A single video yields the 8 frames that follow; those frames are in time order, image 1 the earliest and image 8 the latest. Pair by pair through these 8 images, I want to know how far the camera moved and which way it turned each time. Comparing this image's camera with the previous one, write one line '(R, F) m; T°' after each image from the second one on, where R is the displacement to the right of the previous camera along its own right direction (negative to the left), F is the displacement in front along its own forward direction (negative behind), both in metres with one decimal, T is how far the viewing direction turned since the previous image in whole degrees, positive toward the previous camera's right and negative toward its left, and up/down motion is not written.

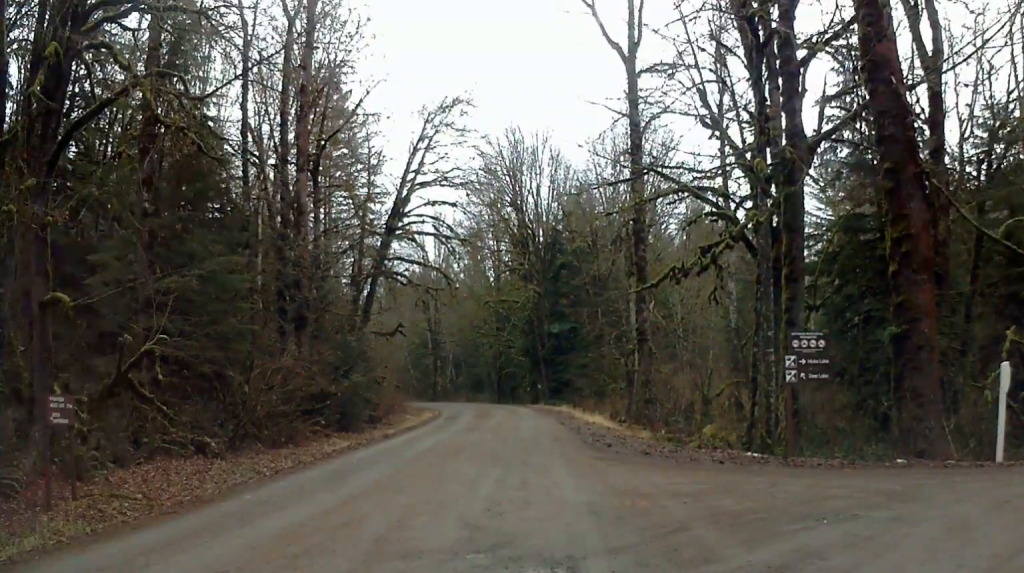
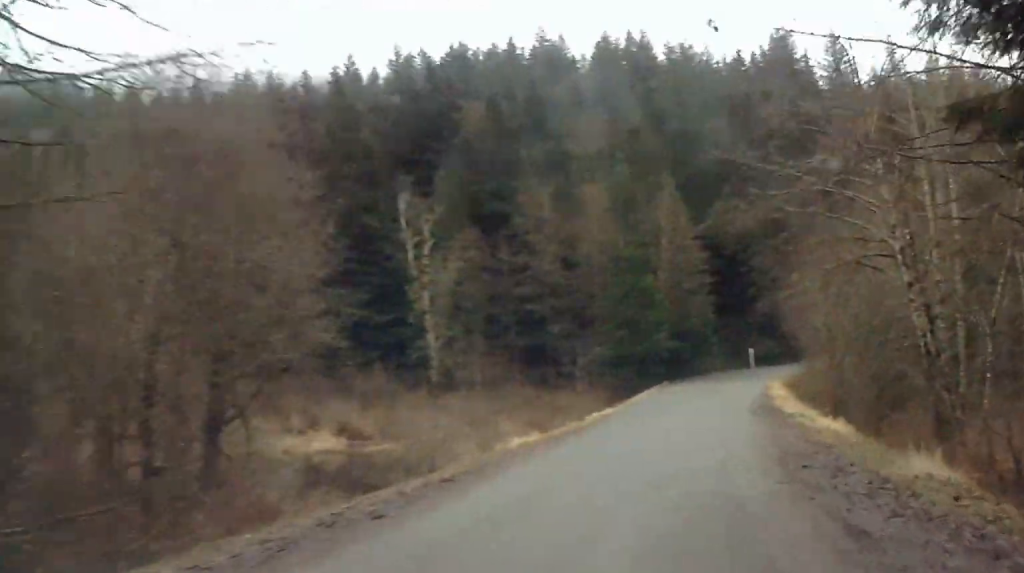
(+6.0, +24.5) m; +42°
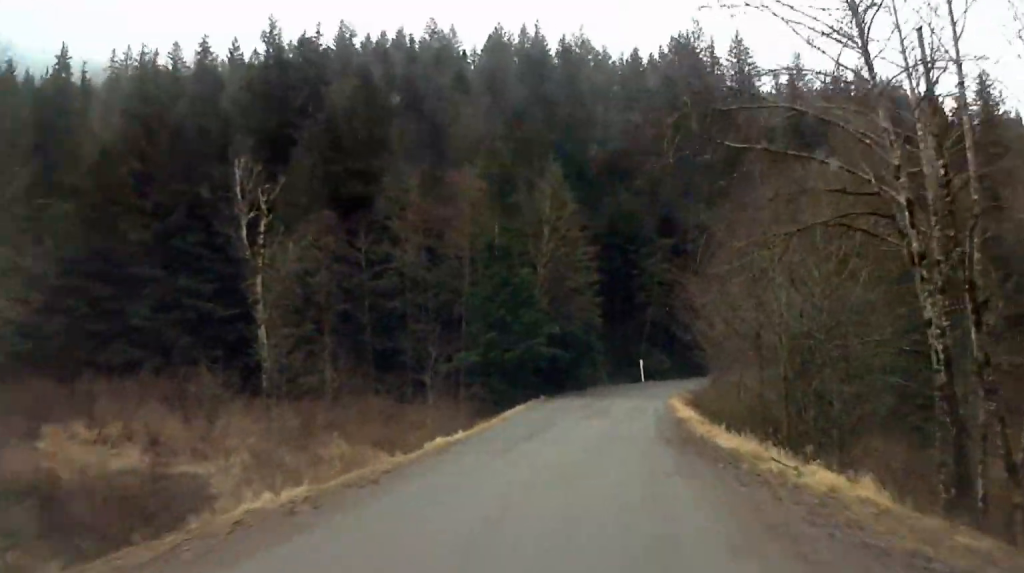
(+4.3, +13.5) m; +11°
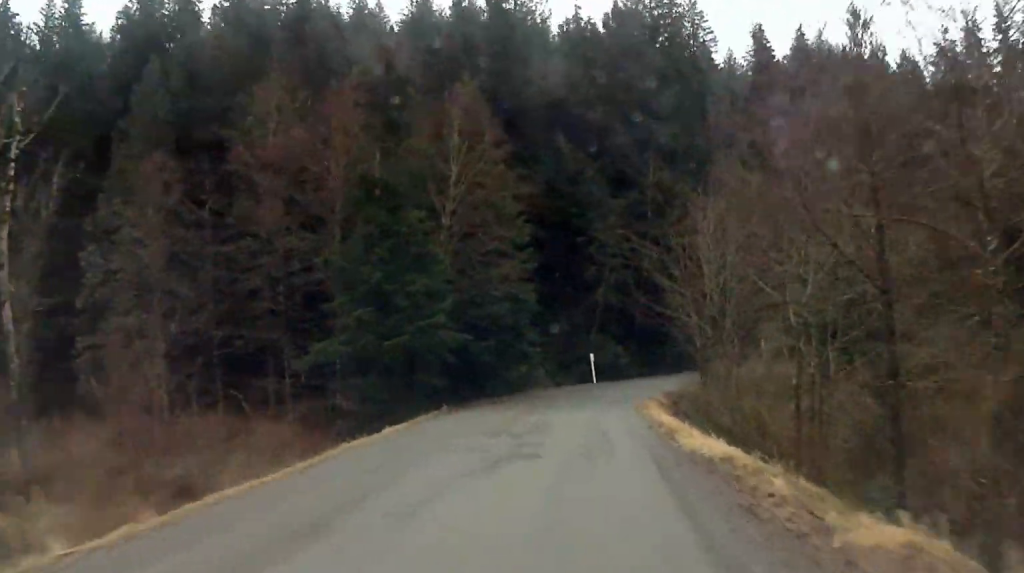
(+3.2, +21.4) m; +11°
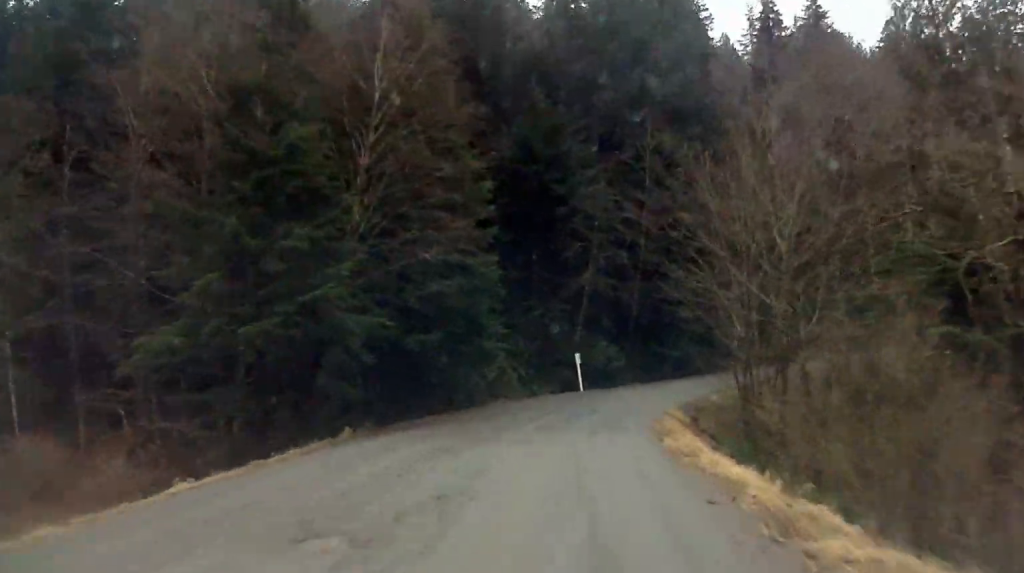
(-0.6, +15.4) m; +3°
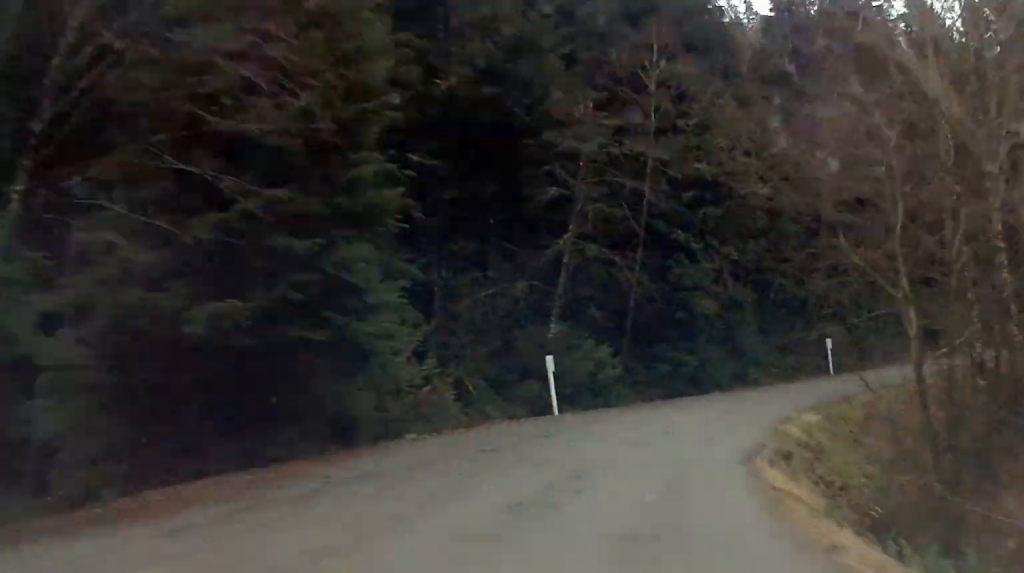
(+1.8, +20.5) m; +10°
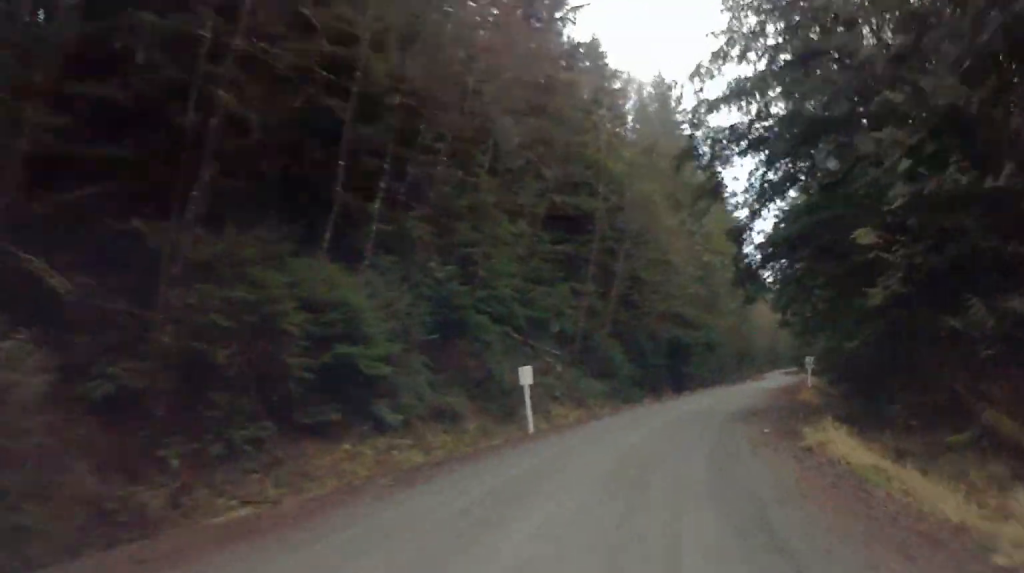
(+16.2, +50.3) m; +35°
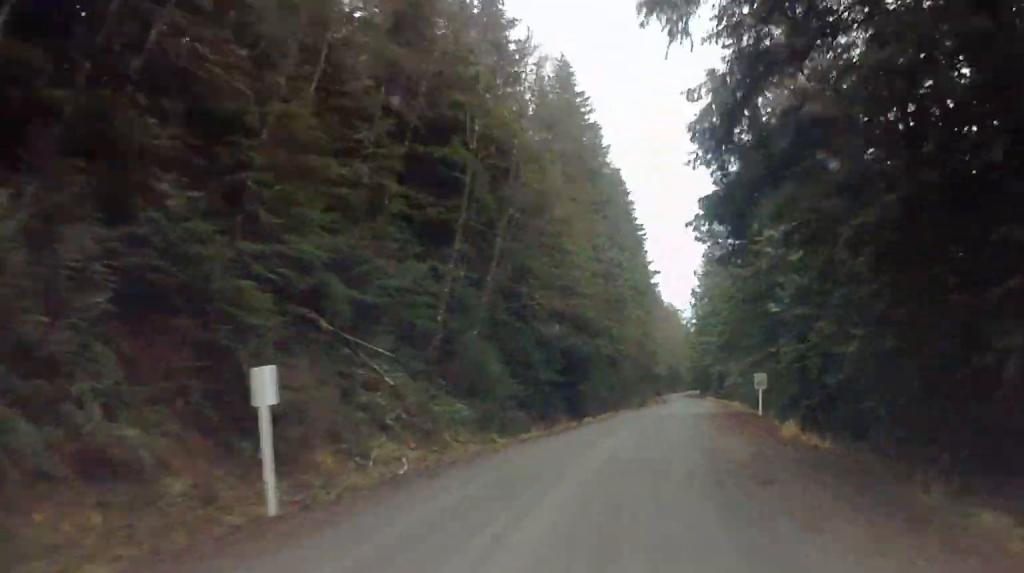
(+2.1, +16.5) m; +8°
